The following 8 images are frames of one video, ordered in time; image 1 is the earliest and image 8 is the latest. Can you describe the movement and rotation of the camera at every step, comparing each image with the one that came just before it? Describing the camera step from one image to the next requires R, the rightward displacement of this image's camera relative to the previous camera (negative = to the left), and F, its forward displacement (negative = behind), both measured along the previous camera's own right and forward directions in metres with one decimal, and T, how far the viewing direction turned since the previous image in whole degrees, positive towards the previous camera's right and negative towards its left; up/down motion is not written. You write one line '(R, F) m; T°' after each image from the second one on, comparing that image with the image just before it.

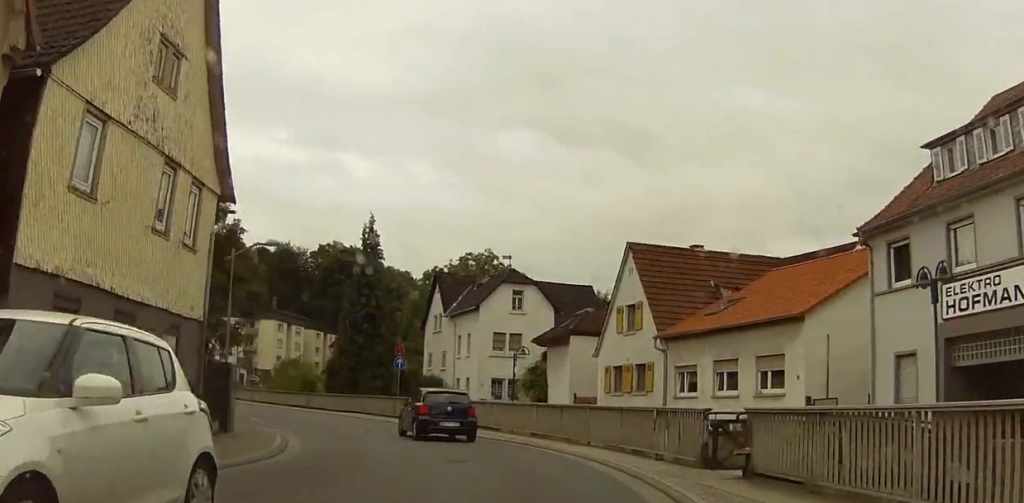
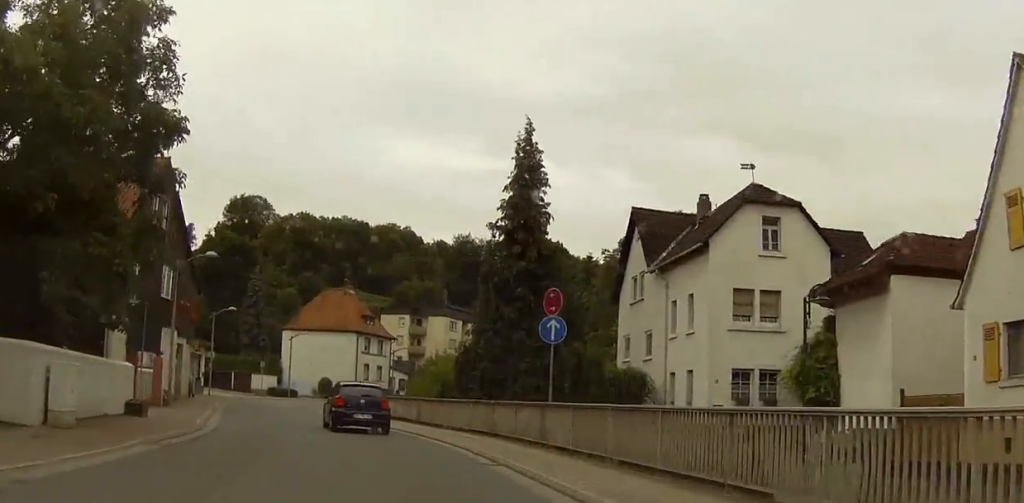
(-2.8, +23.7) m; -14°
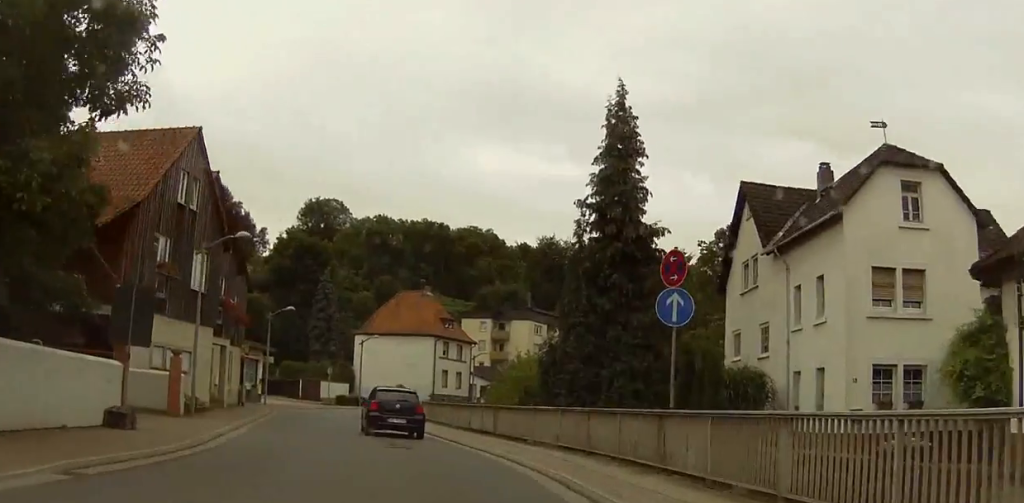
(-0.3, +6.0) m; -3°
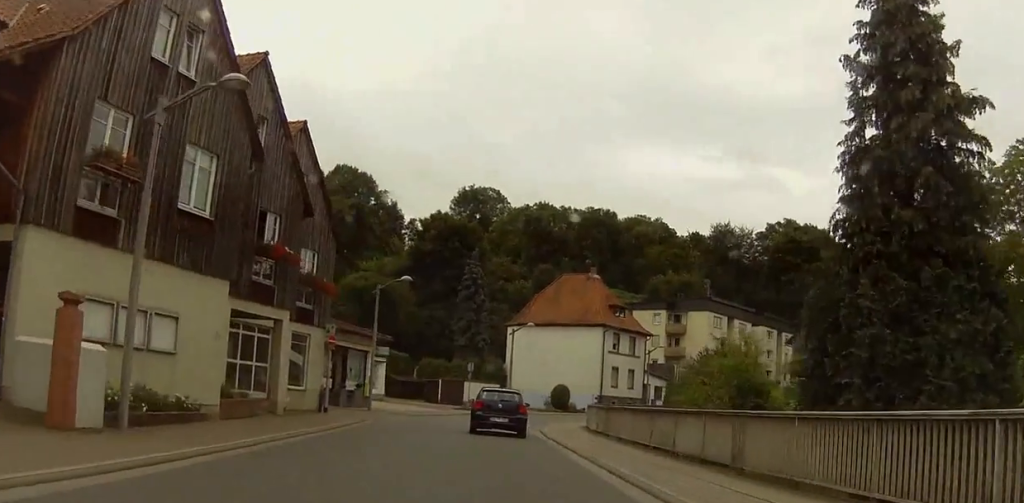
(-0.7, +14.7) m; -10°
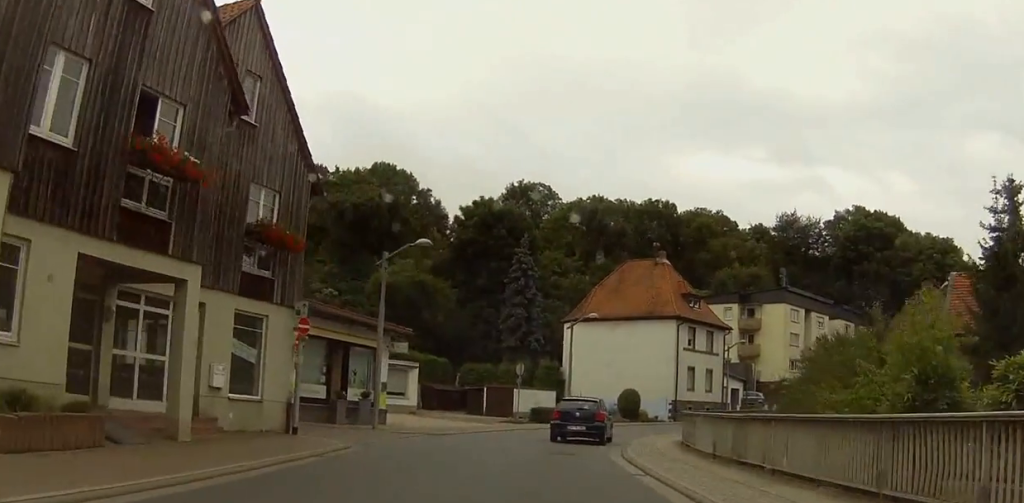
(-1.1, +11.0) m; -7°
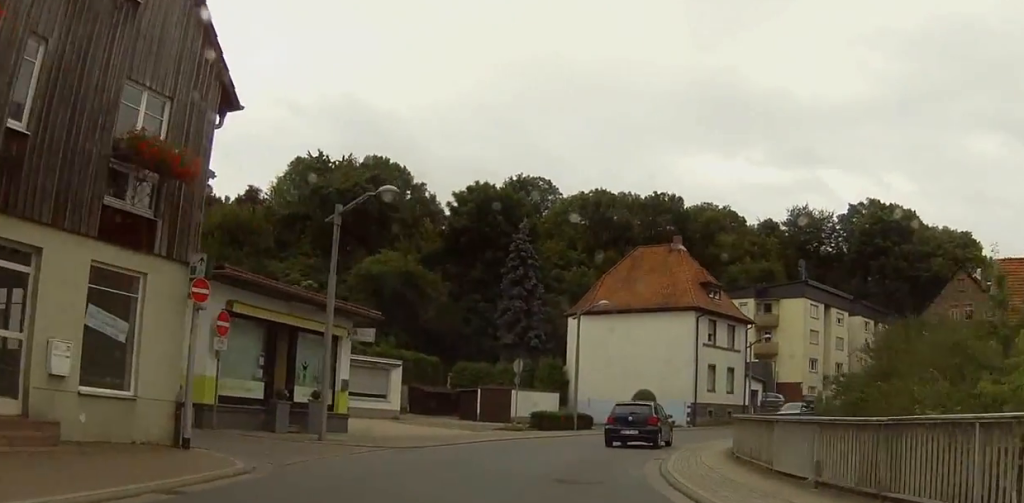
(-0.2, +6.9) m; +1°
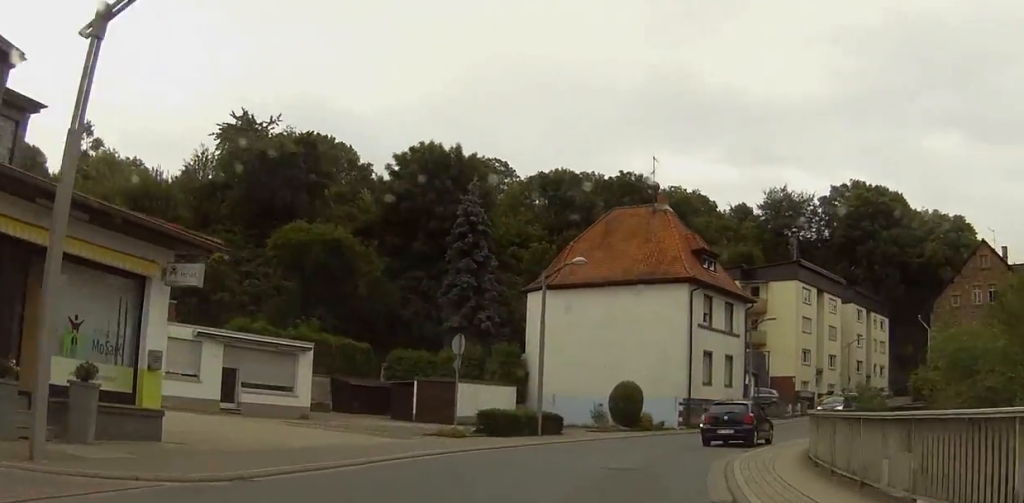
(+0.7, +10.6) m; +8°
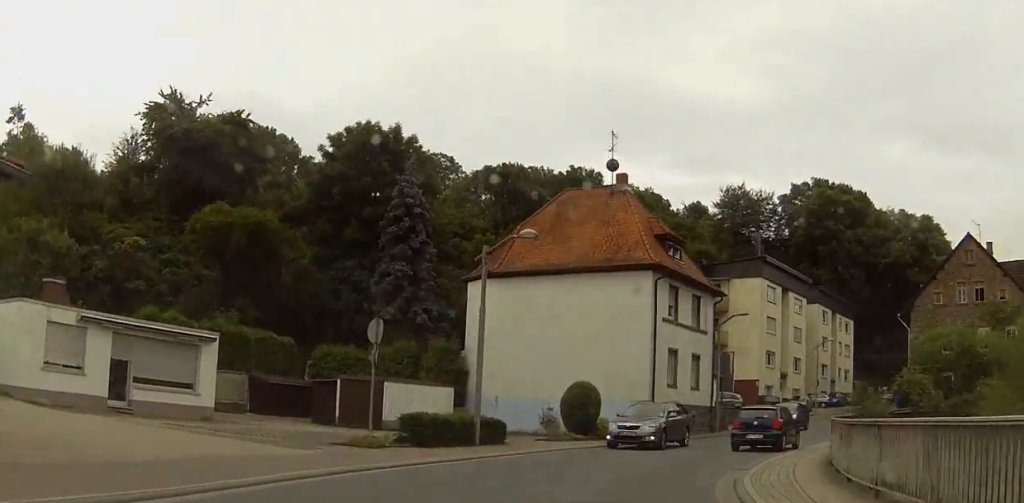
(+0.4, +5.1) m; +3°
